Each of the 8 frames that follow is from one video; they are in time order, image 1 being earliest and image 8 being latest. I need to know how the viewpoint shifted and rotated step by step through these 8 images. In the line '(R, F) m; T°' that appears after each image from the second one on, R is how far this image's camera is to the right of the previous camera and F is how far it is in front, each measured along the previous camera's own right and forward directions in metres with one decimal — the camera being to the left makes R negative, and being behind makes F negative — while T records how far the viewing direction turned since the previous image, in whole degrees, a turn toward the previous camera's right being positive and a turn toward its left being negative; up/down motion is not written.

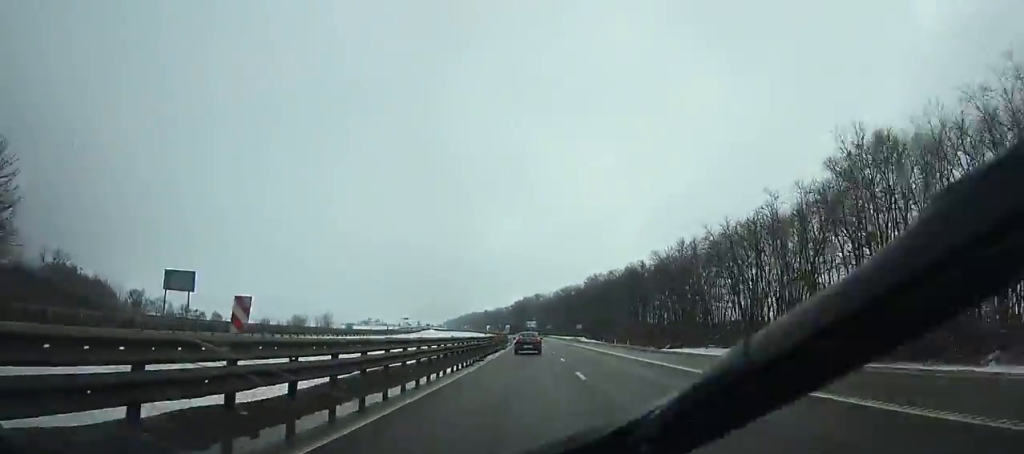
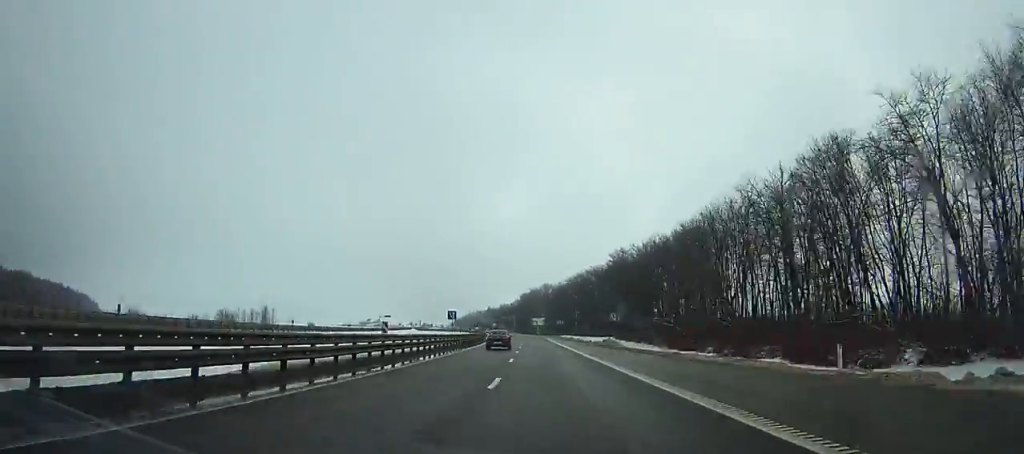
(+0.1, +62.4) m; -1°
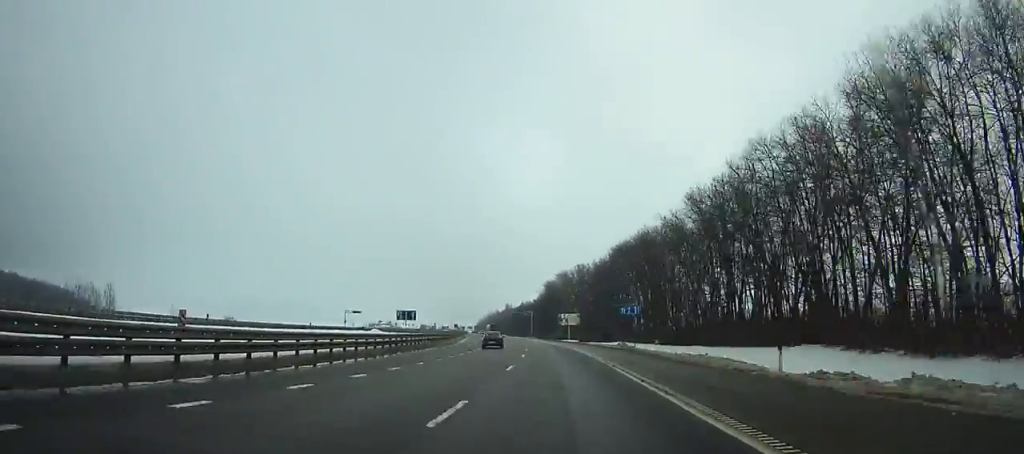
(-2.7, +87.5) m; -4°
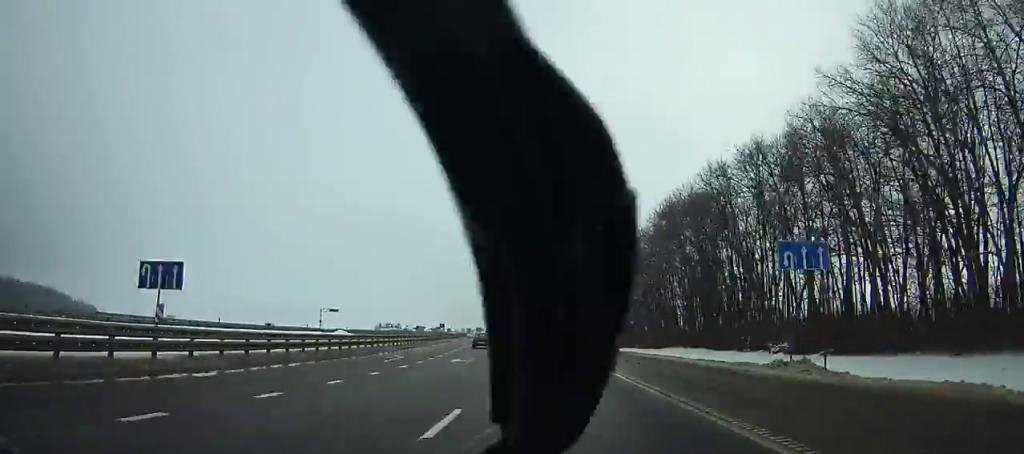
(-0.4, +36.2) m; -2°
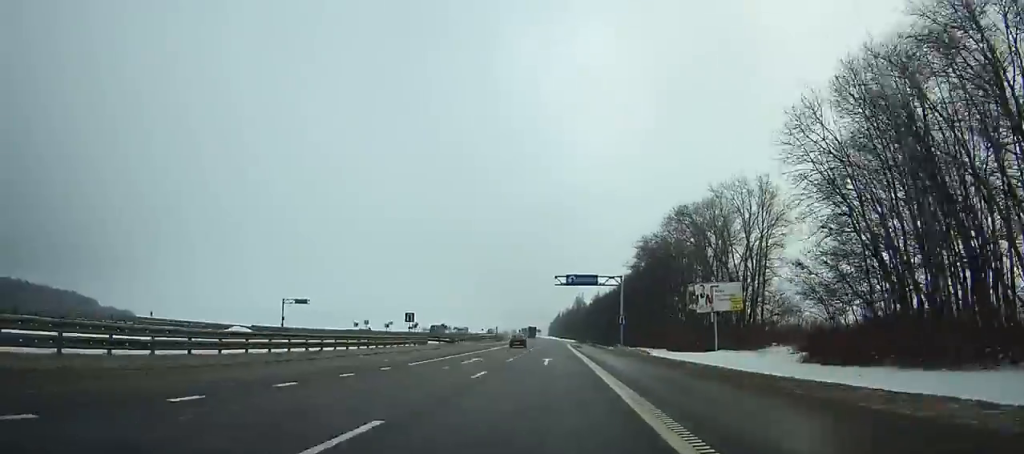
(-1.8, +63.8) m; -3°
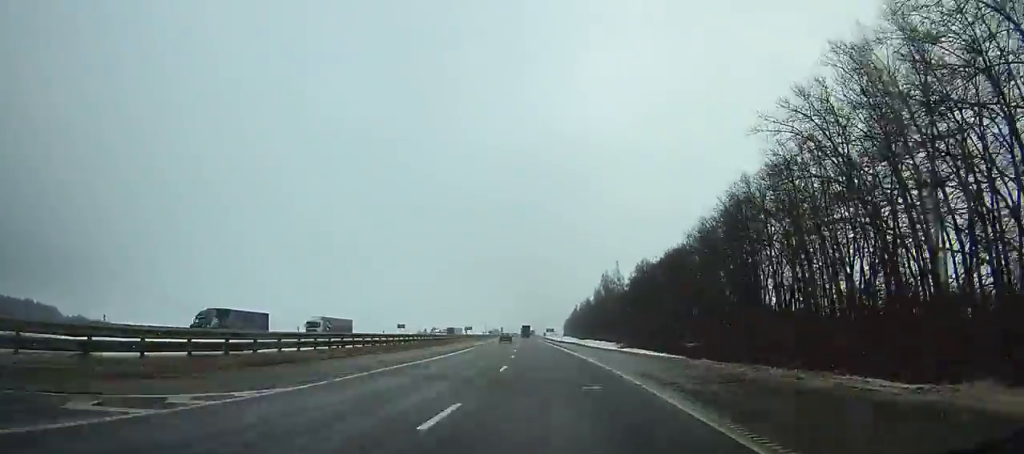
(-3.5, +93.8) m; -4°
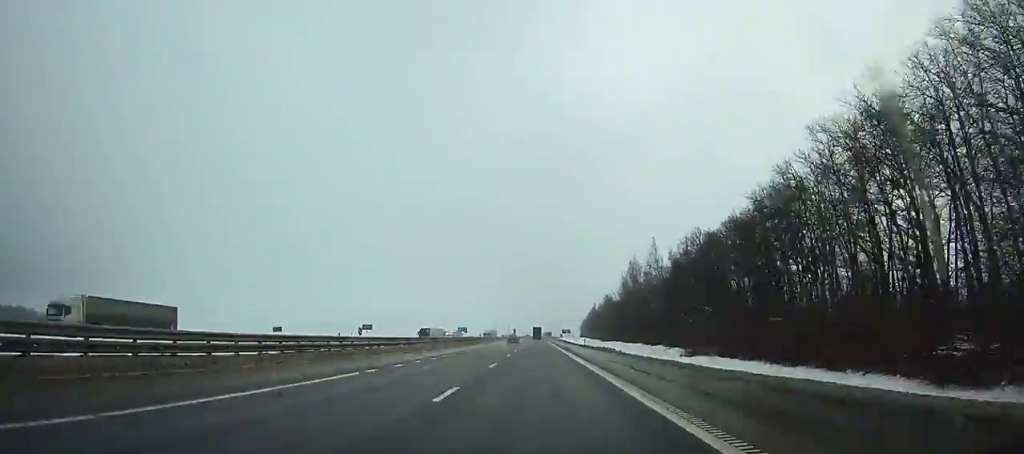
(+0.2, +33.2) m; -1°
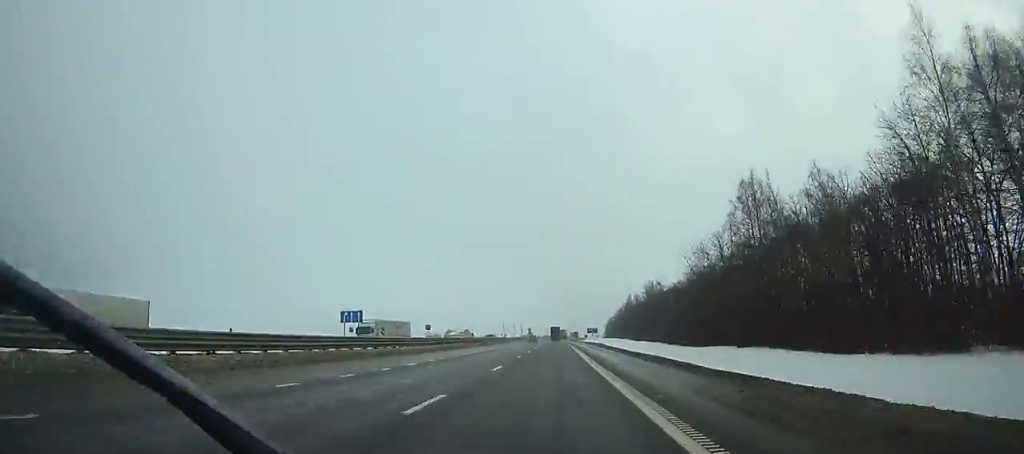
(-1.9, +74.9) m; -1°
